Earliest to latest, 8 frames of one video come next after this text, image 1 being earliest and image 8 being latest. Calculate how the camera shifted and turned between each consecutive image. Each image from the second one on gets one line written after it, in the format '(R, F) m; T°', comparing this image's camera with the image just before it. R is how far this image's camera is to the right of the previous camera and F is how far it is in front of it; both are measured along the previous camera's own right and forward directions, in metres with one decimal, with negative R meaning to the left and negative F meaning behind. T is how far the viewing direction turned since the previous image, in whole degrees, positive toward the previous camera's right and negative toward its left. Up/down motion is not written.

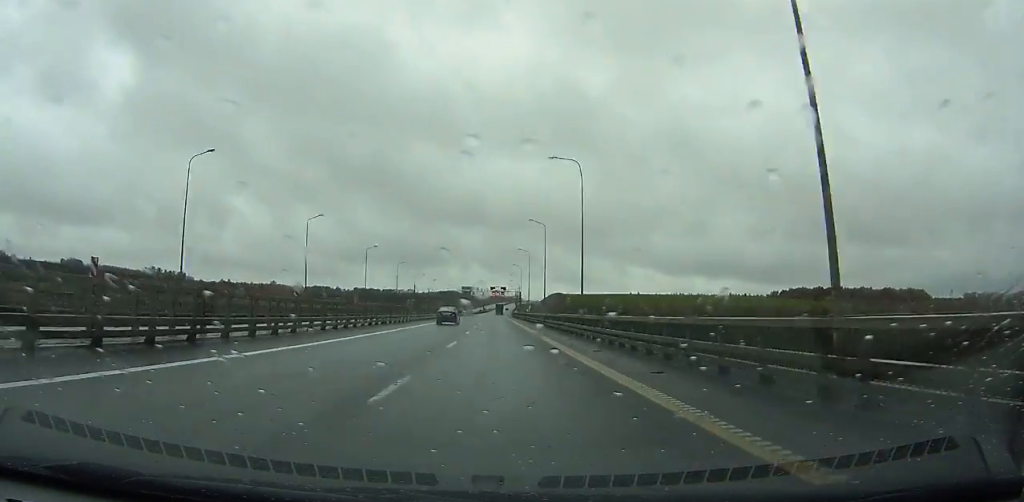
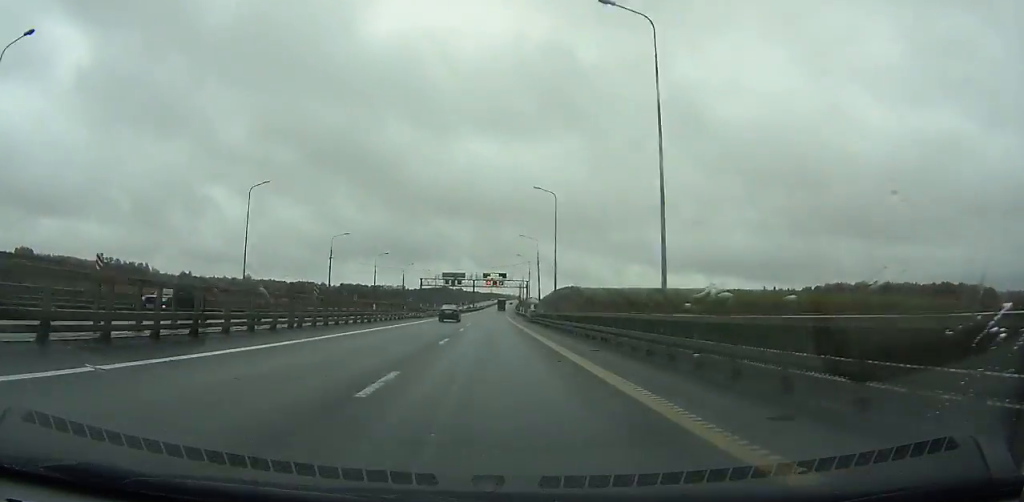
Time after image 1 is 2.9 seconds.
(+0.3, +83.8) m; 0°
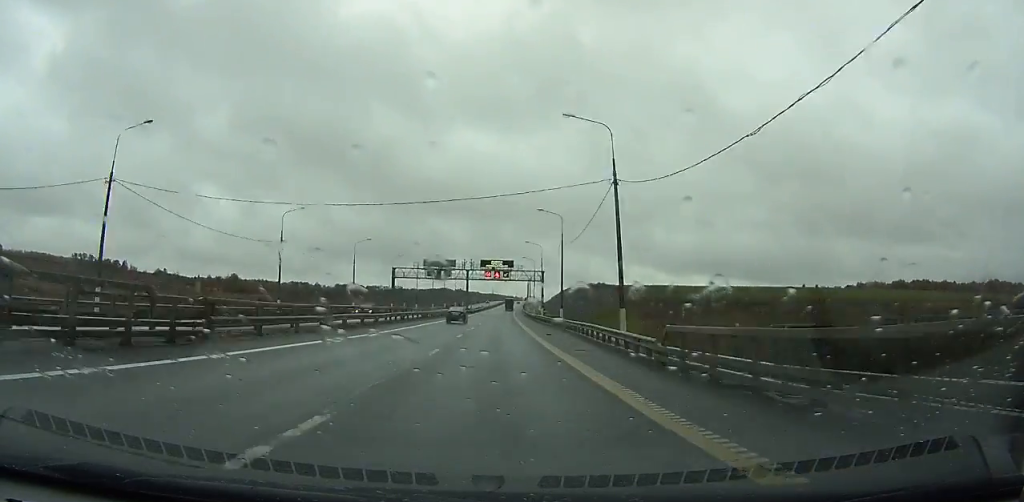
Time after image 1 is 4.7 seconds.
(+0.1, +52.1) m; 0°
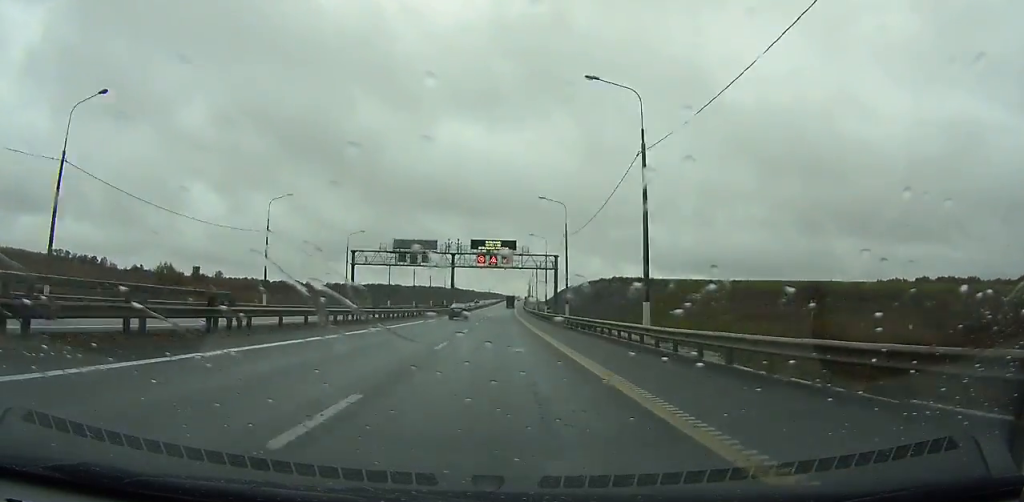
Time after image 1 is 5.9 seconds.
(0.0, +34.8) m; 0°
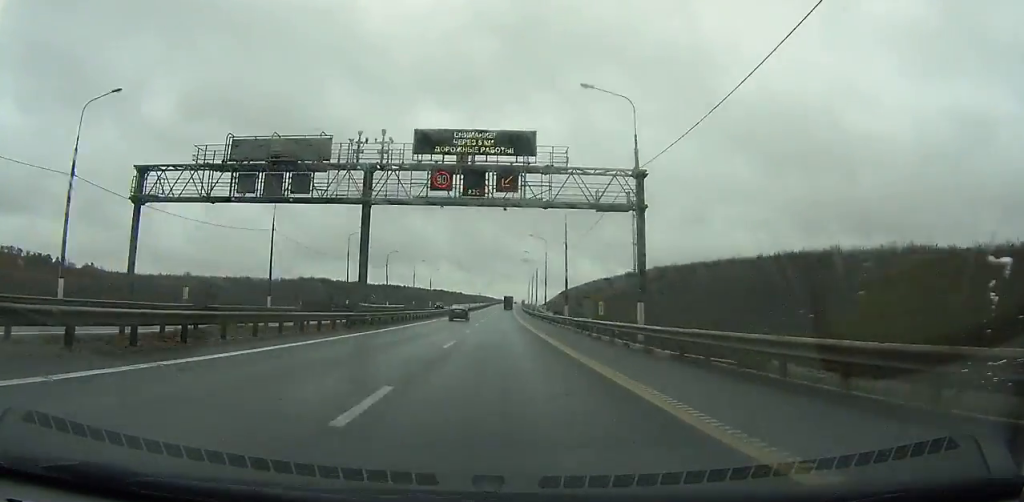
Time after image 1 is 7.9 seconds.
(+0.1, +58.1) m; 0°
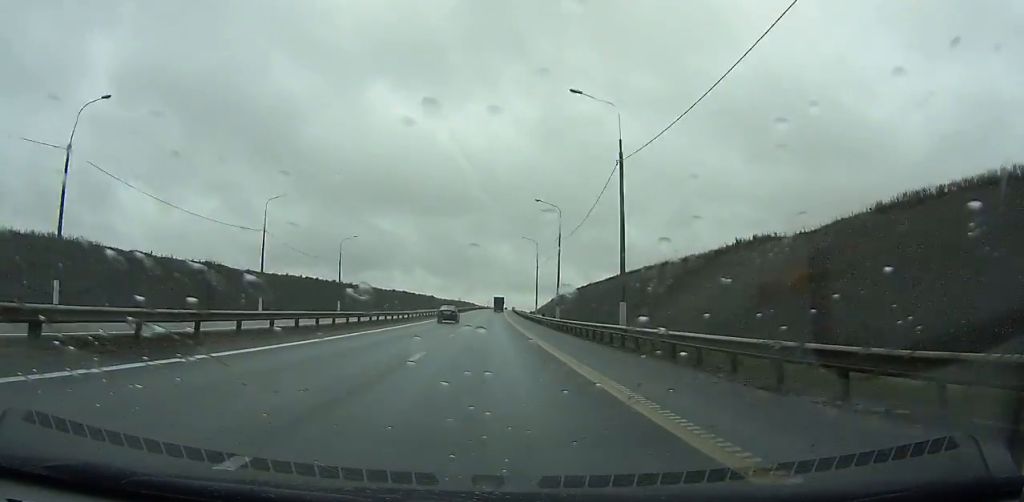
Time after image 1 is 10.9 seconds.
(+0.9, +87.0) m; +1°
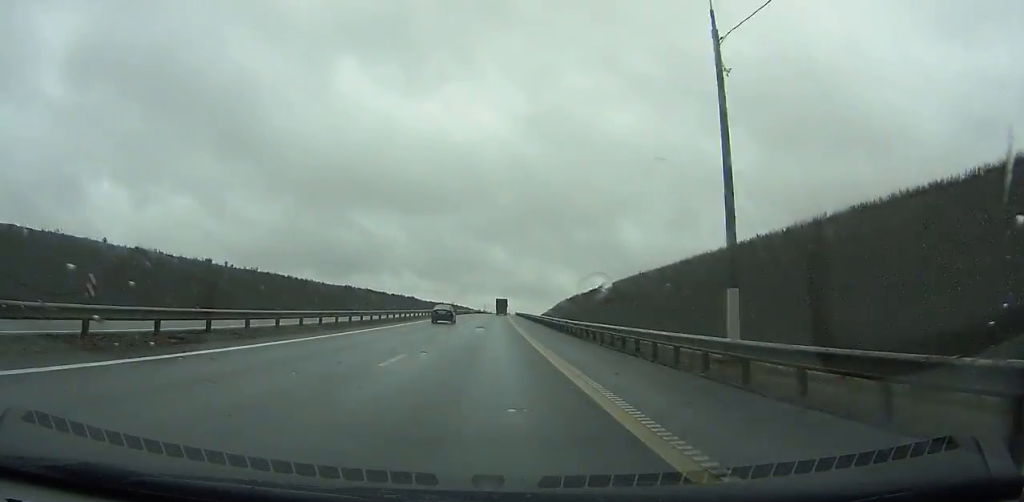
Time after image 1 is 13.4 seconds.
(+0.8, +72.0) m; +1°
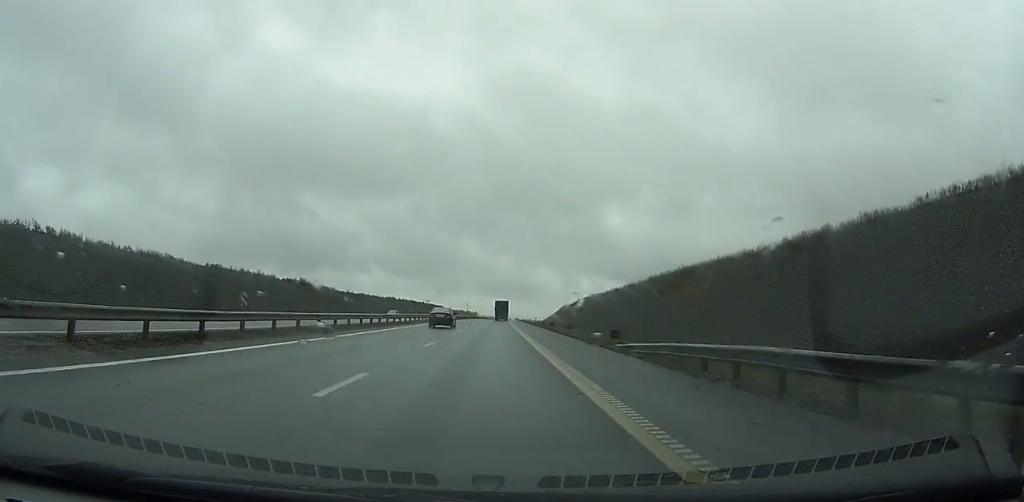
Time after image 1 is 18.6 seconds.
(+1.3, +144.8) m; +1°
